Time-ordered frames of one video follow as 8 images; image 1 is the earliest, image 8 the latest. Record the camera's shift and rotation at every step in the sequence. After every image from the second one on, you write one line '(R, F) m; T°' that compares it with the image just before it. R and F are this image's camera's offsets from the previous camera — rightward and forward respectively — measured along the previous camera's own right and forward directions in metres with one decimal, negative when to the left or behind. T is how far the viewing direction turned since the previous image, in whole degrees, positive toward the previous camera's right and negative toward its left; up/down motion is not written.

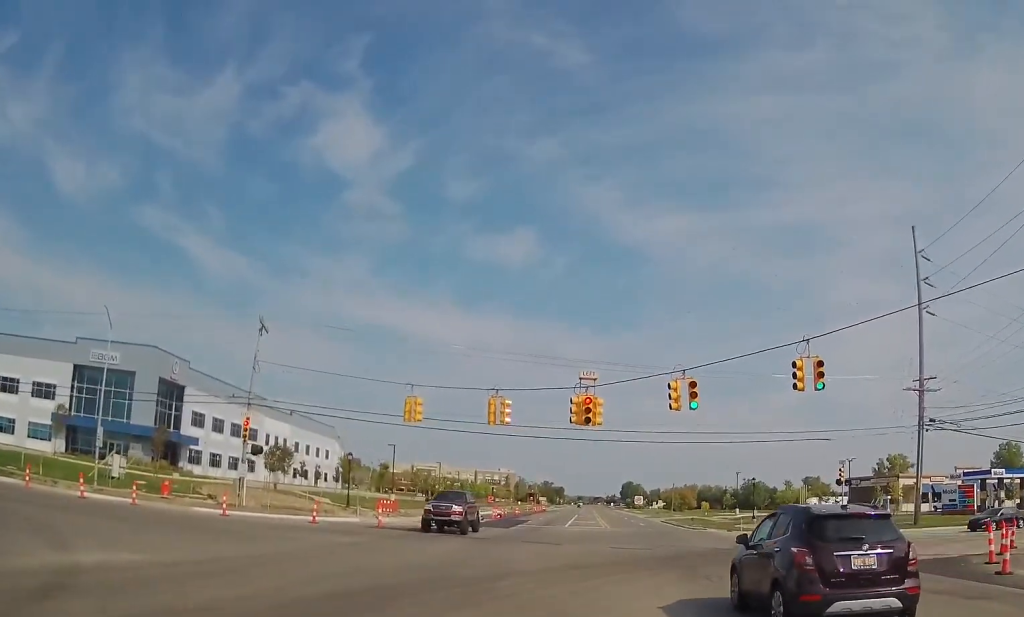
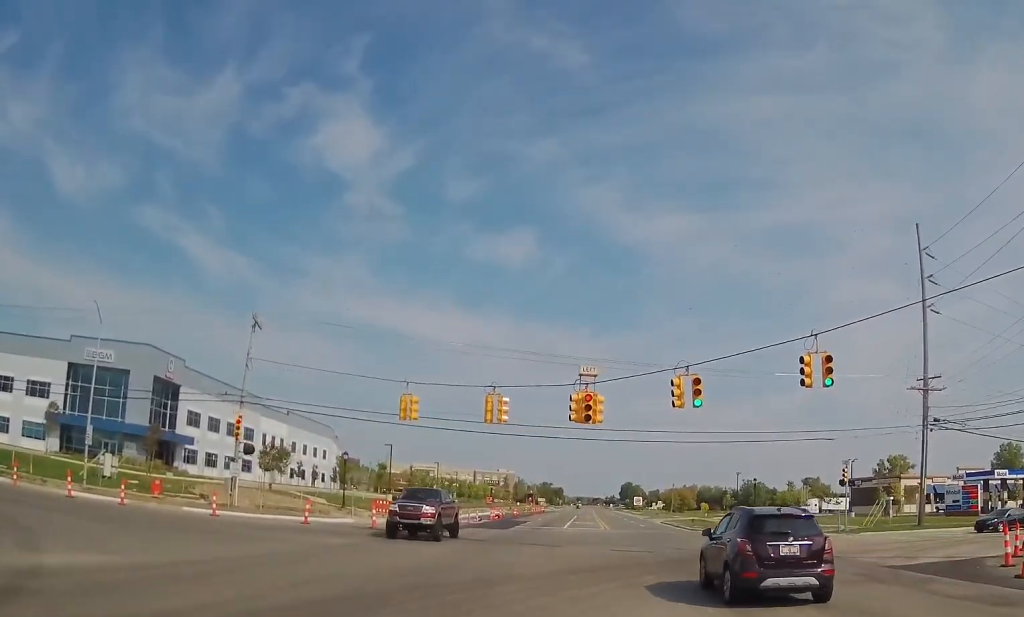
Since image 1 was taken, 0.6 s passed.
(+0.1, +1.0) m; -1°
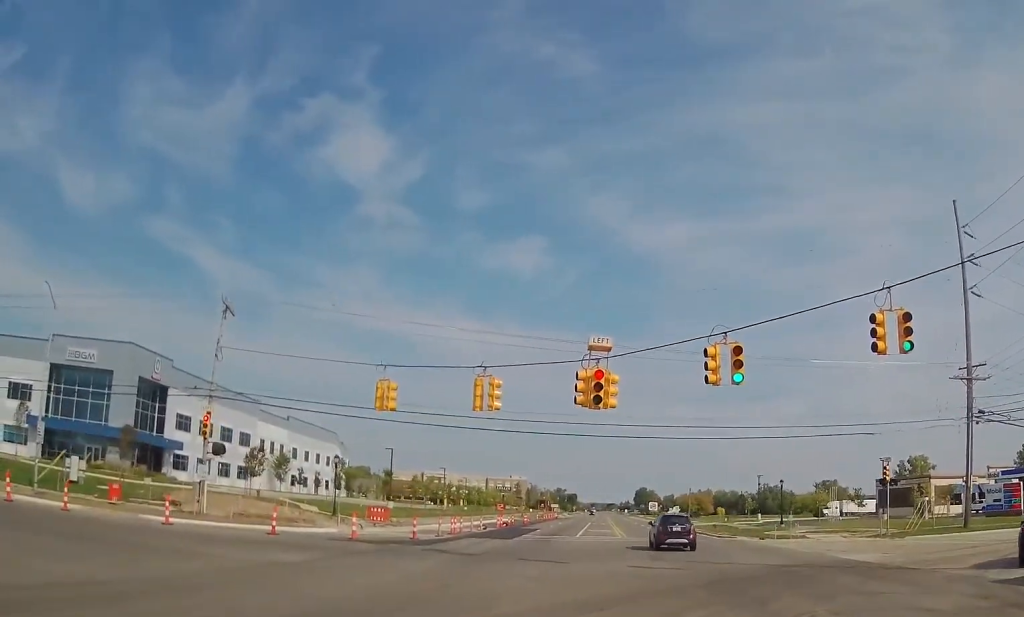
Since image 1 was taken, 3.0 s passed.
(-0.7, +4.8) m; -10°
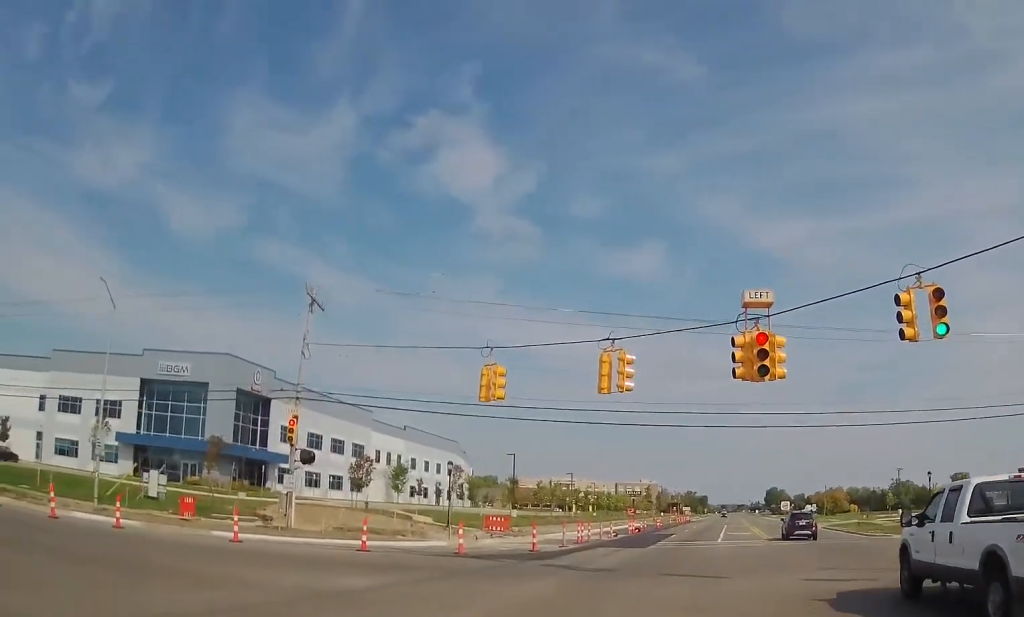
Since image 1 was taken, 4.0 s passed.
(0.0, +3.7) m; -10°
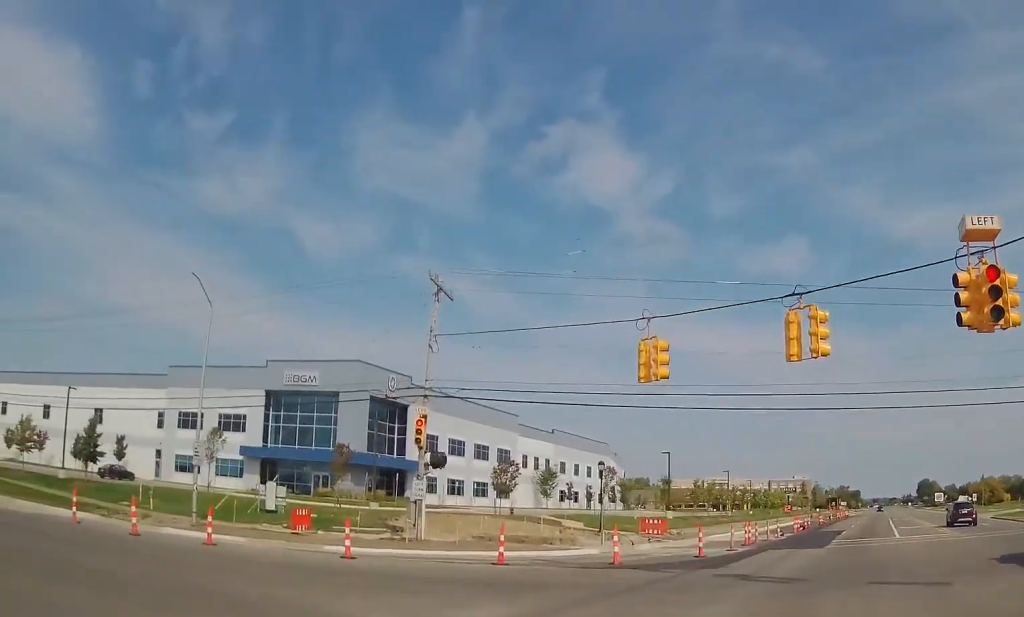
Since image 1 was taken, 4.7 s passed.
(-0.3, +2.9) m; -12°
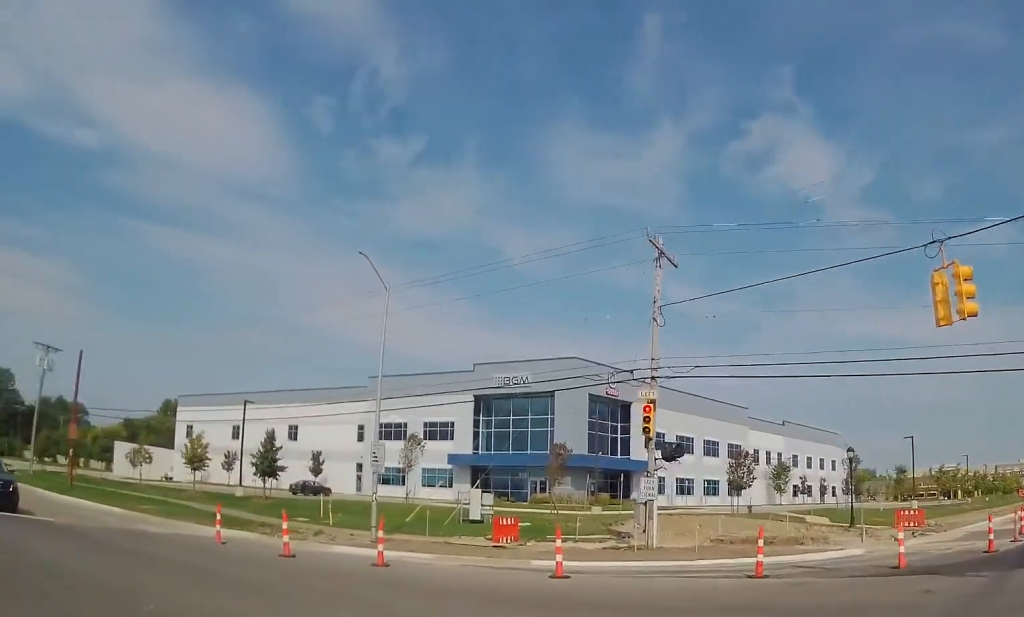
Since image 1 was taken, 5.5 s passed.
(-0.6, +4.1) m; -14°
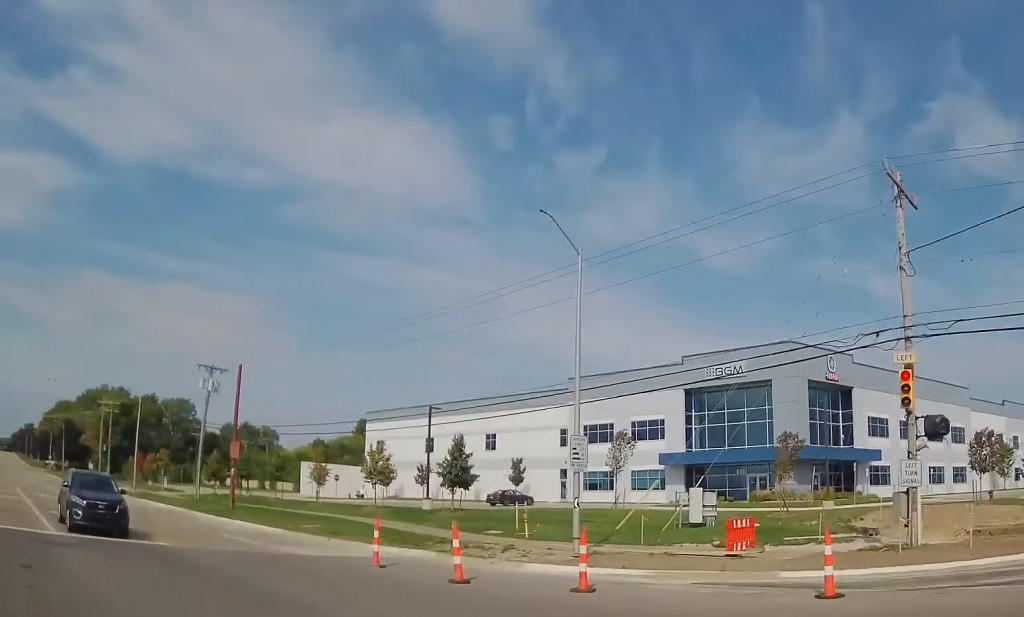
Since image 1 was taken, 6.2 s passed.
(-0.2, +4.3) m; -10°
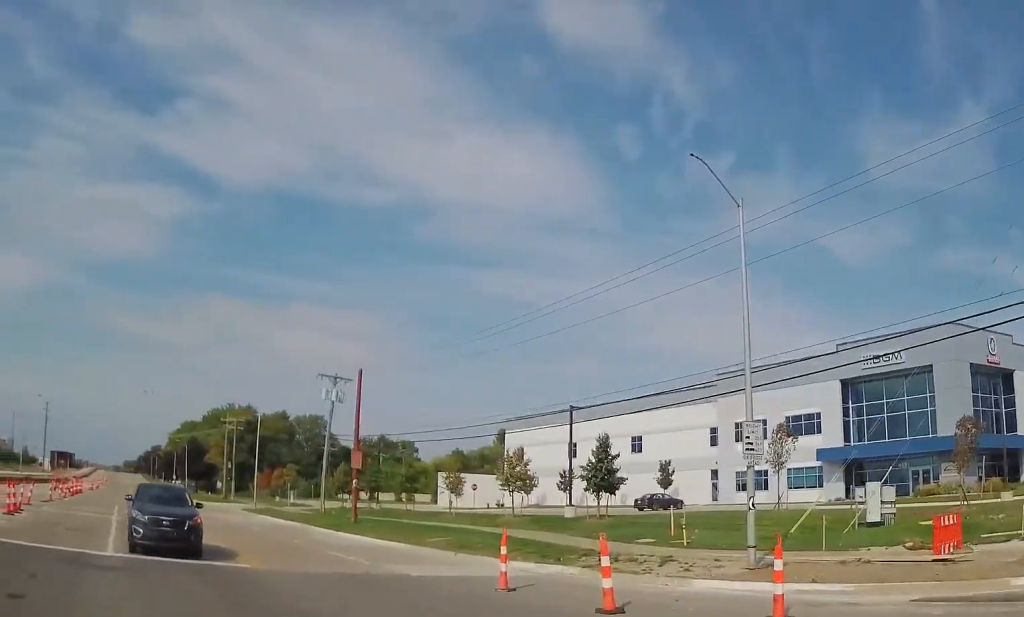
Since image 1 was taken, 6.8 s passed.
(-0.4, +3.6) m; -9°
